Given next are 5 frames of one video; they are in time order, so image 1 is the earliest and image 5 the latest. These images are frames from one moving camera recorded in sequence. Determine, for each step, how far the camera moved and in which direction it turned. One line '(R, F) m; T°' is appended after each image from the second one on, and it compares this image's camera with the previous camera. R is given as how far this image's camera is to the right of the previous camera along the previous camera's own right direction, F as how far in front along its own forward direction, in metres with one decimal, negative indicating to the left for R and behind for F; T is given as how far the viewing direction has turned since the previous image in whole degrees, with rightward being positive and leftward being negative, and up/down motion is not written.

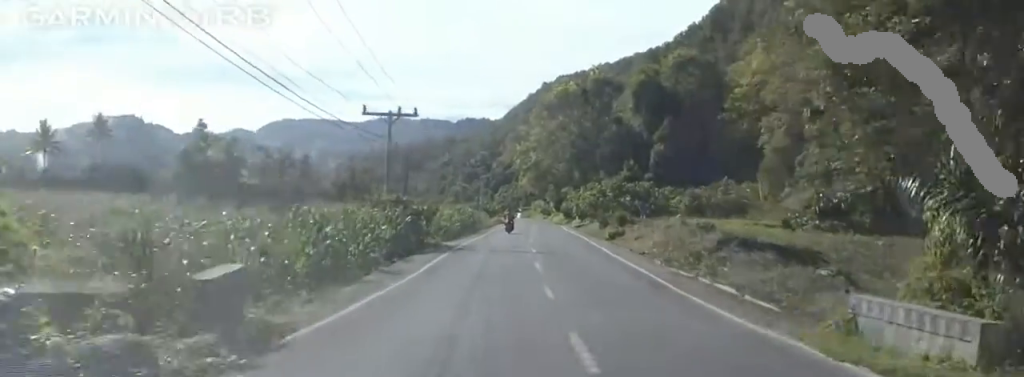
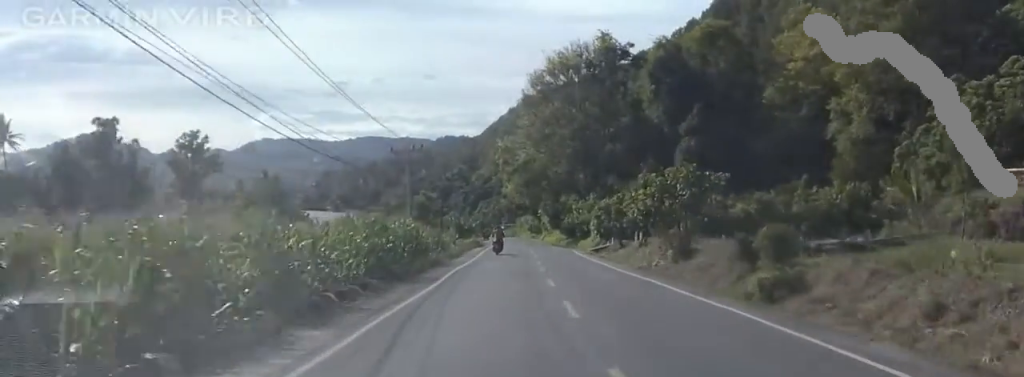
(-2.2, +34.3) m; -6°
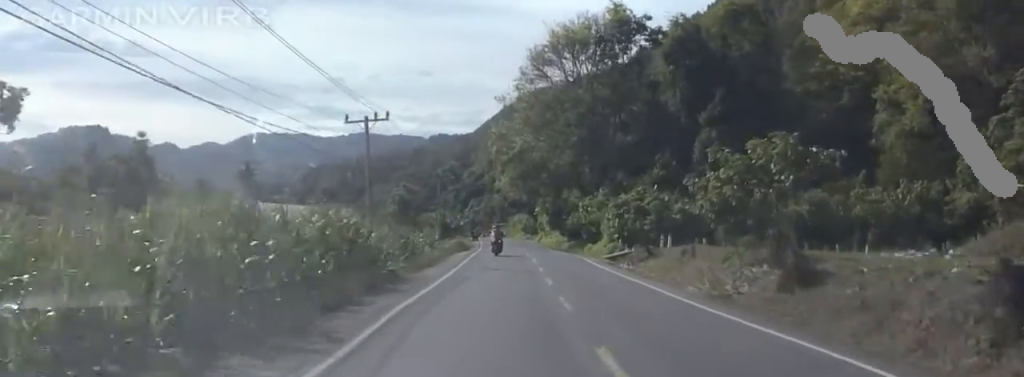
(+0.5, +13.9) m; +4°
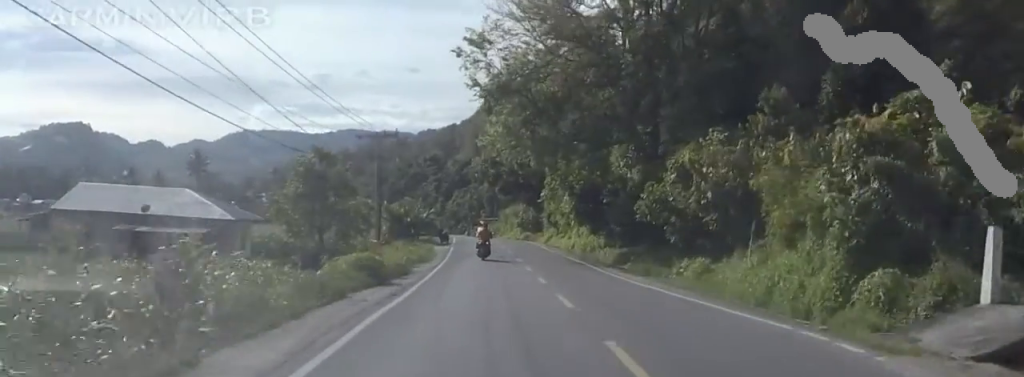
(+0.1, +41.1) m; -3°
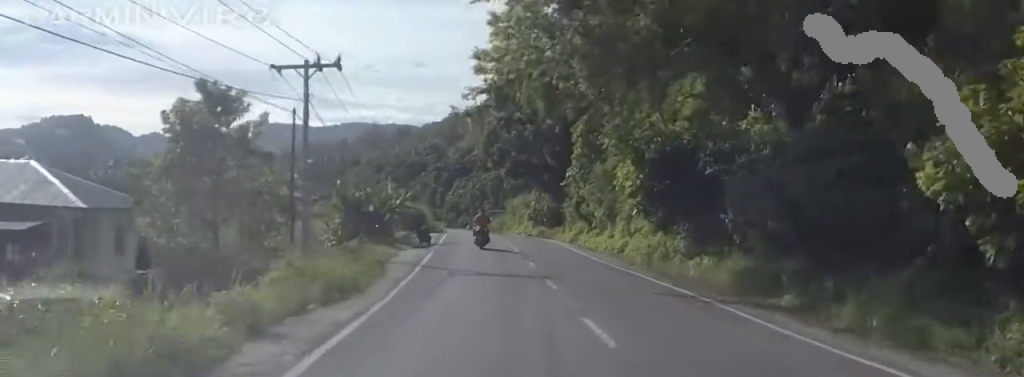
(0.0, +22.0) m; +3°
